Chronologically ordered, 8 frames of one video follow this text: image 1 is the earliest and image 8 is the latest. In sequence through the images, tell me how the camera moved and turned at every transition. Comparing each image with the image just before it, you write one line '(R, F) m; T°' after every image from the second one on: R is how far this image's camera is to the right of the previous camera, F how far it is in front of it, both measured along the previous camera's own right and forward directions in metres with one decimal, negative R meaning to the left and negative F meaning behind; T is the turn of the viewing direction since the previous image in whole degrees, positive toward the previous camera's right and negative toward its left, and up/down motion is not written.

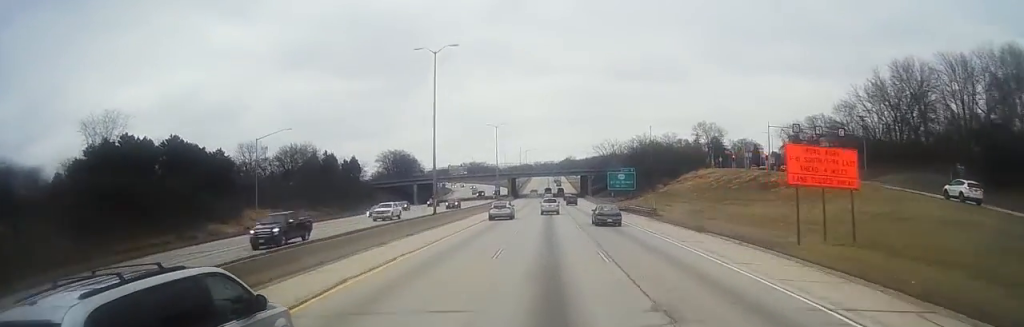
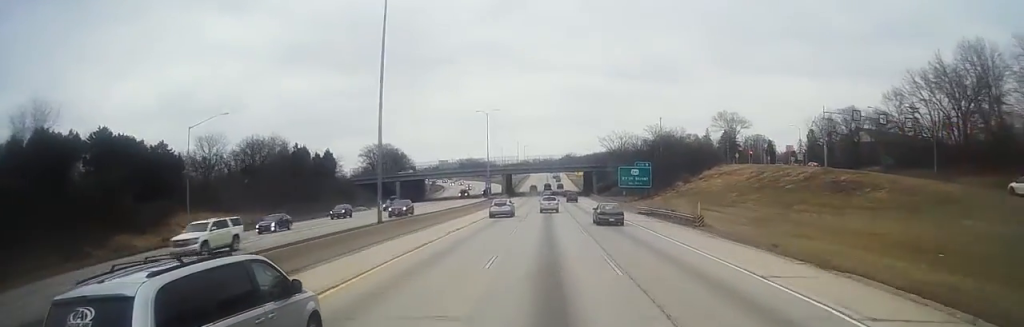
(-0.1, +18.7) m; +1°
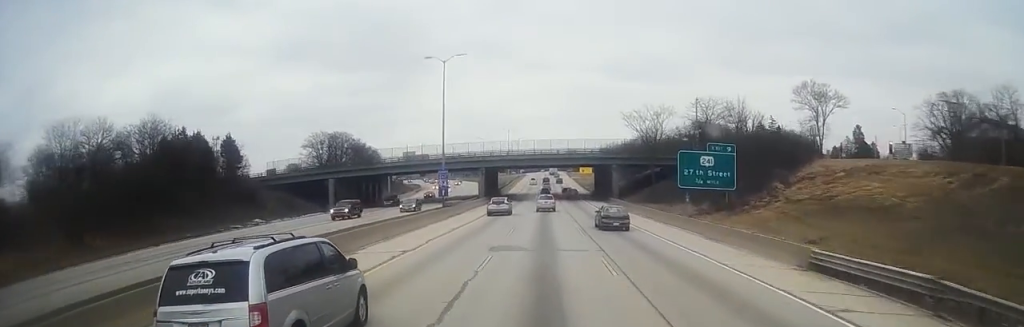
(+0.7, +48.2) m; +1°
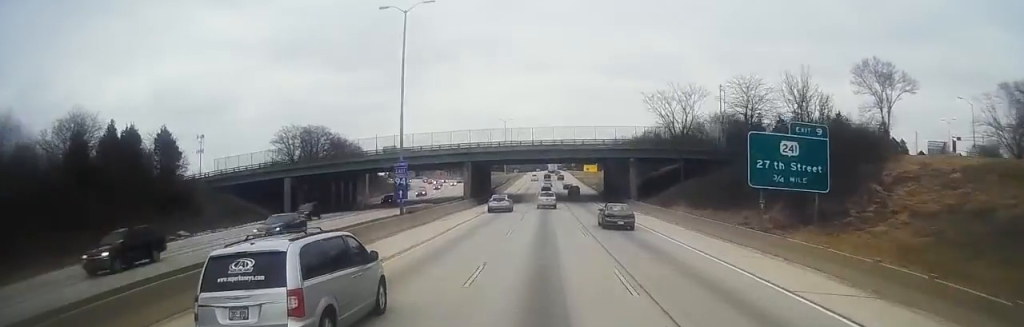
(0.0, +19.8) m; +1°
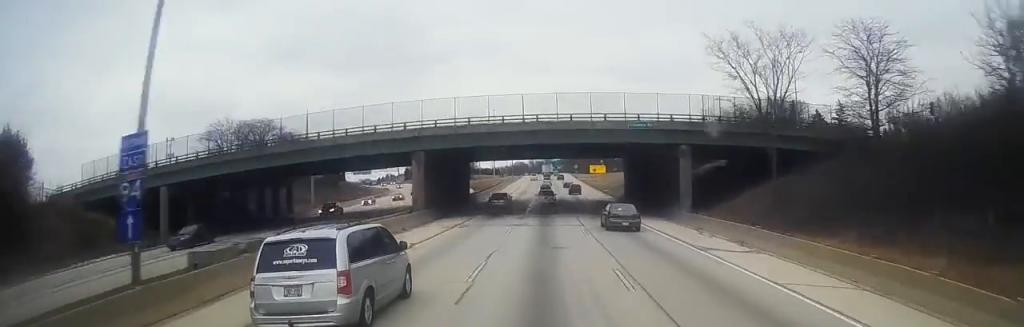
(+0.4, +28.0) m; +2°
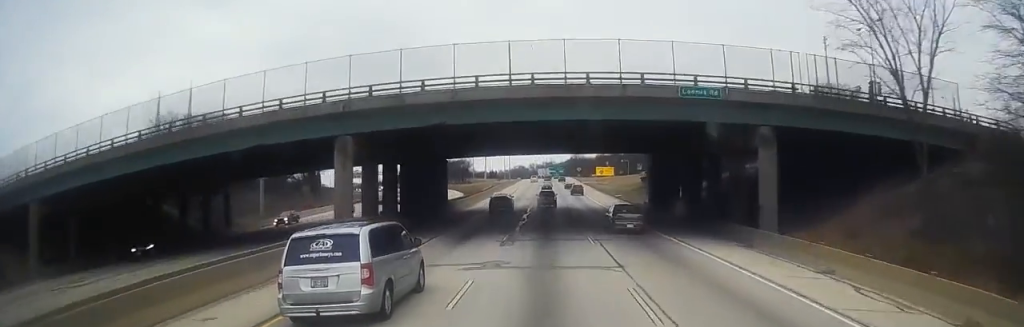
(+0.5, +17.5) m; 0°
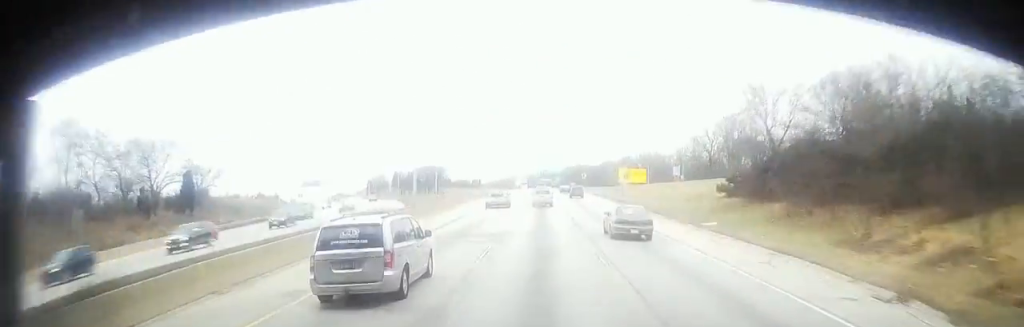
(-1.2, +52.1) m; -2°
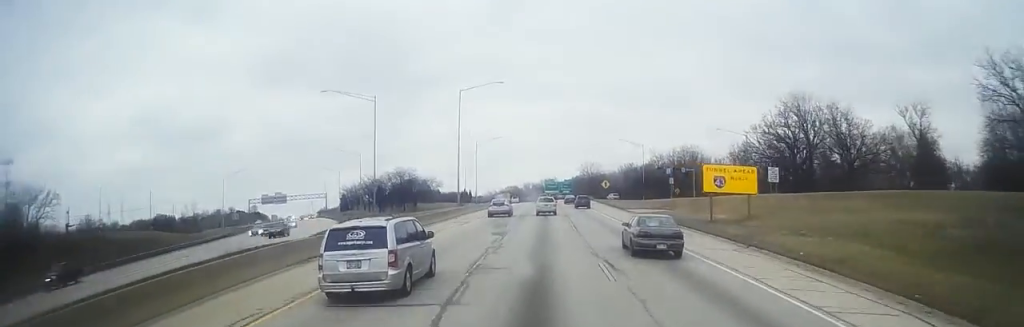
(0.0, +47.5) m; 0°
